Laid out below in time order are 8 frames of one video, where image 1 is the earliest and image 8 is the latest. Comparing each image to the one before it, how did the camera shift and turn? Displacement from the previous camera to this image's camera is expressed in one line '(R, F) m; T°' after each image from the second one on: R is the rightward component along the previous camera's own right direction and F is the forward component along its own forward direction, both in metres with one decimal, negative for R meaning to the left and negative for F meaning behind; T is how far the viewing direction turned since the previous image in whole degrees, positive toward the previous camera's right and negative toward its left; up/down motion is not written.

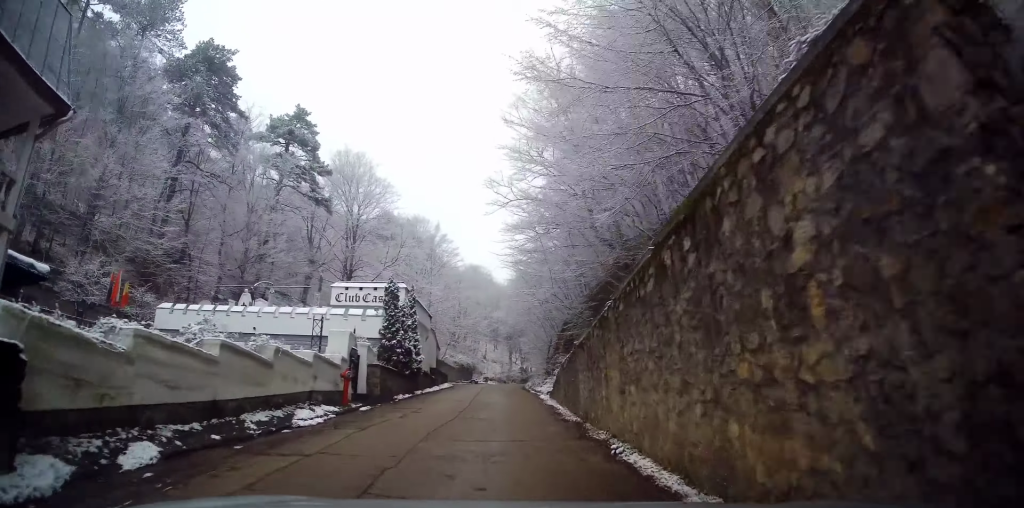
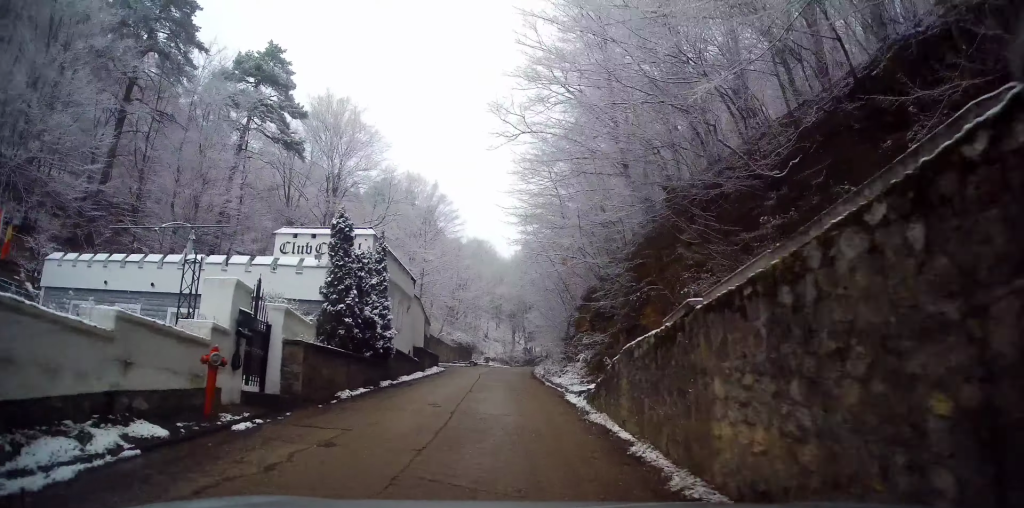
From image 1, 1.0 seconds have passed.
(0.0, +7.2) m; -2°
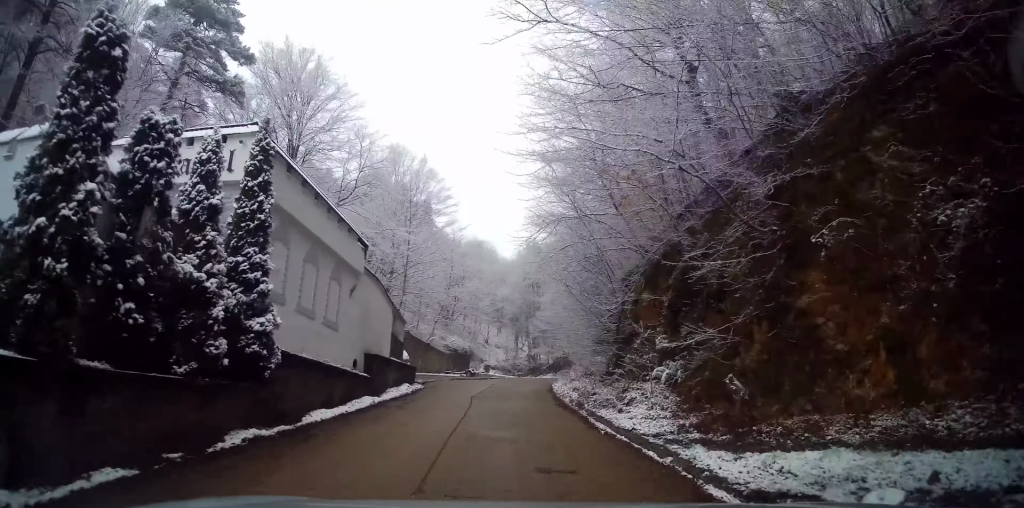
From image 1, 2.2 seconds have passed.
(-0.4, +8.8) m; -2°
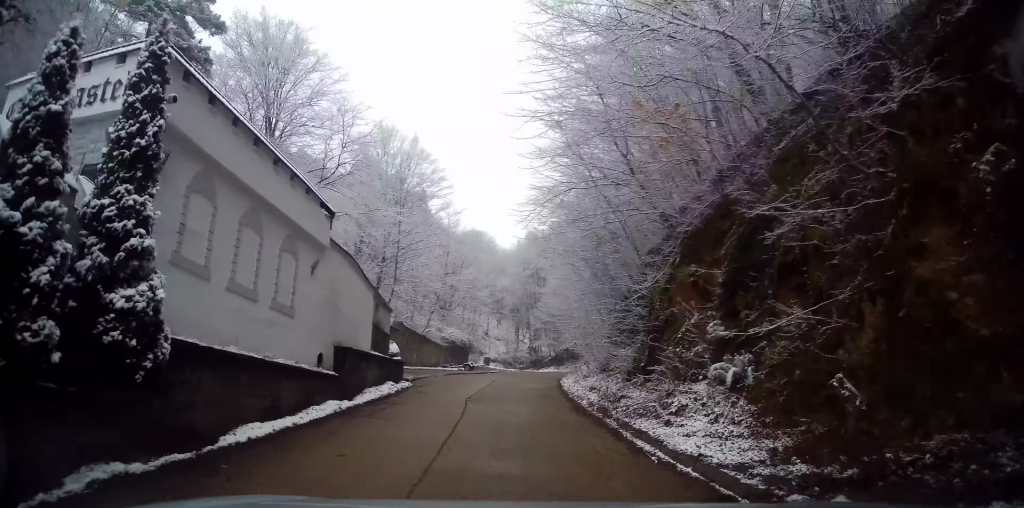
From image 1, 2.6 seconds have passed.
(0.0, +3.0) m; 0°
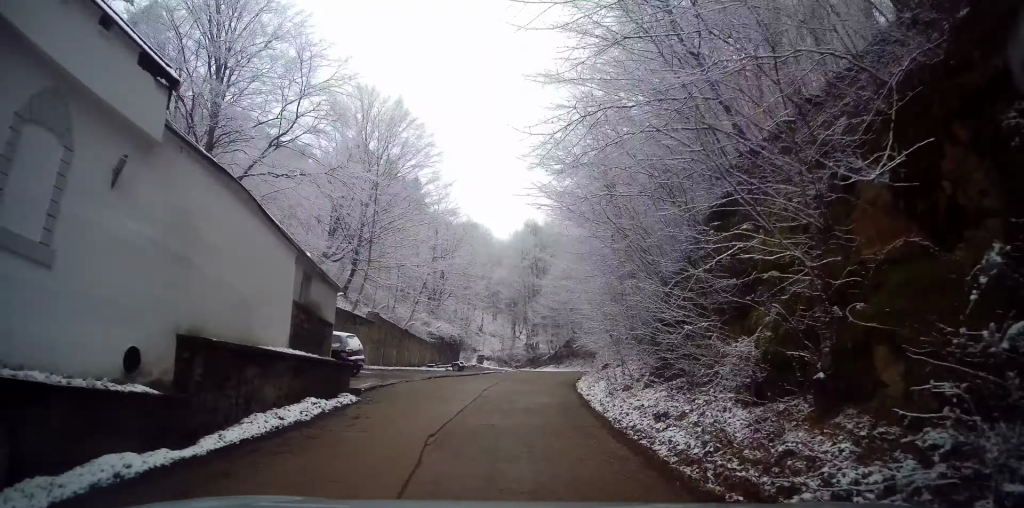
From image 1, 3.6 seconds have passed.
(0.0, +6.6) m; 0°
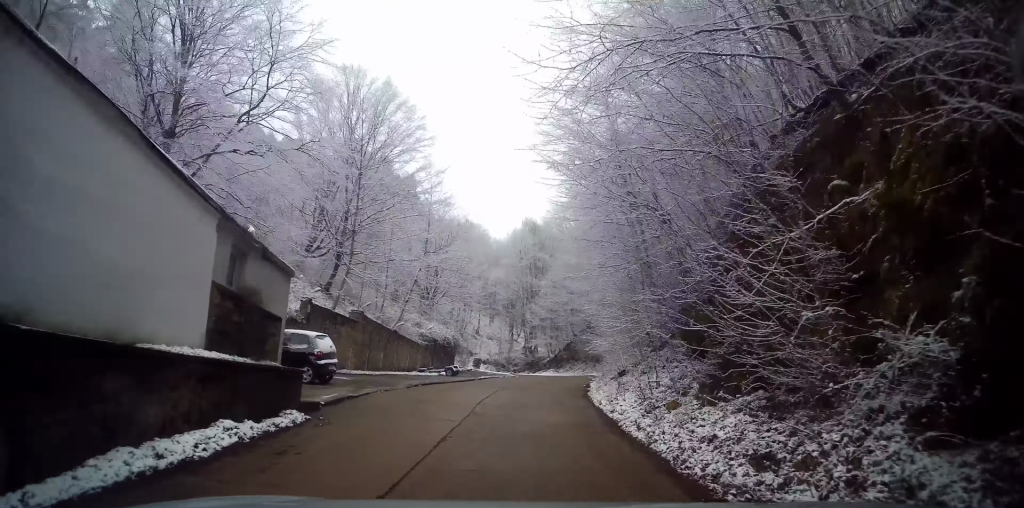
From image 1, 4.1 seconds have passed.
(0.0, +3.3) m; 0°
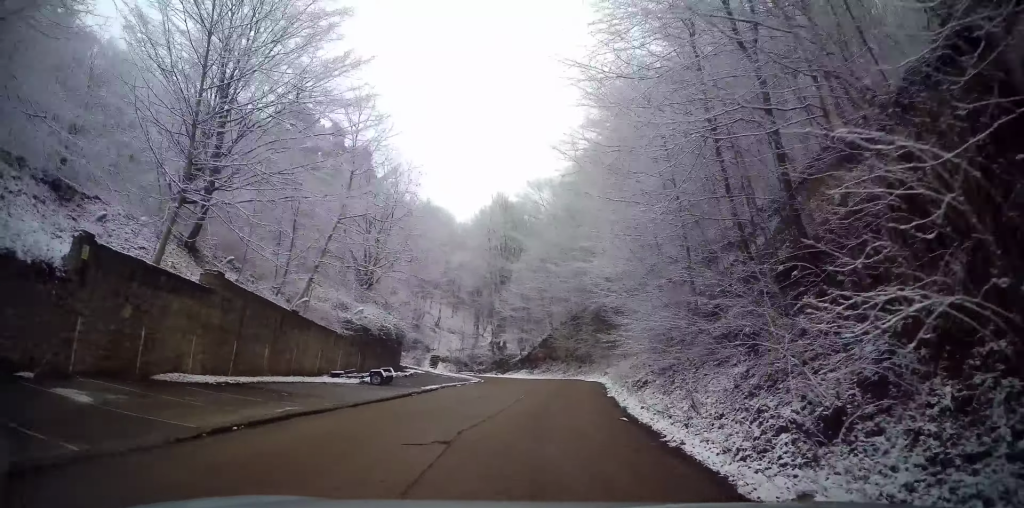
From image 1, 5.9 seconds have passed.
(+0.1, +12.7) m; +3°
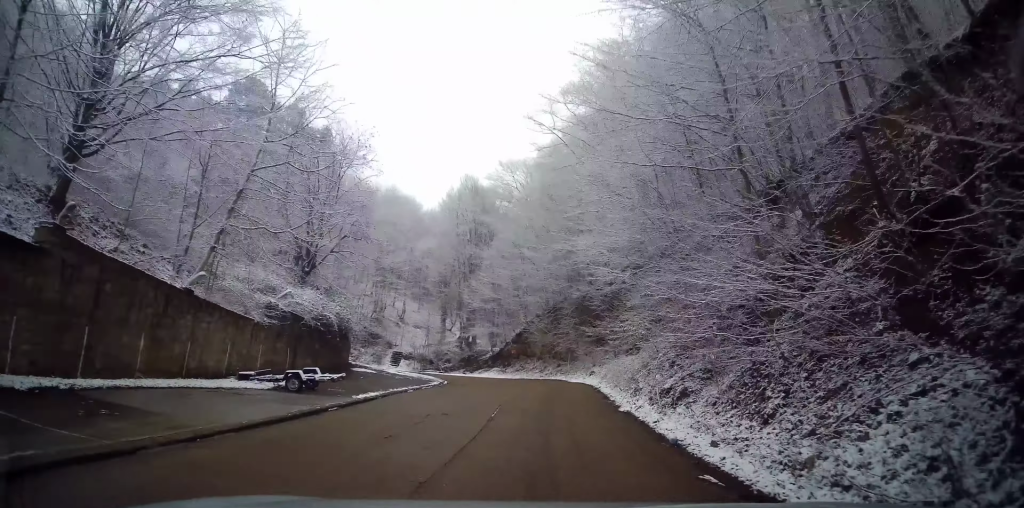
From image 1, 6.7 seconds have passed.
(+0.2, +6.1) m; +5°
